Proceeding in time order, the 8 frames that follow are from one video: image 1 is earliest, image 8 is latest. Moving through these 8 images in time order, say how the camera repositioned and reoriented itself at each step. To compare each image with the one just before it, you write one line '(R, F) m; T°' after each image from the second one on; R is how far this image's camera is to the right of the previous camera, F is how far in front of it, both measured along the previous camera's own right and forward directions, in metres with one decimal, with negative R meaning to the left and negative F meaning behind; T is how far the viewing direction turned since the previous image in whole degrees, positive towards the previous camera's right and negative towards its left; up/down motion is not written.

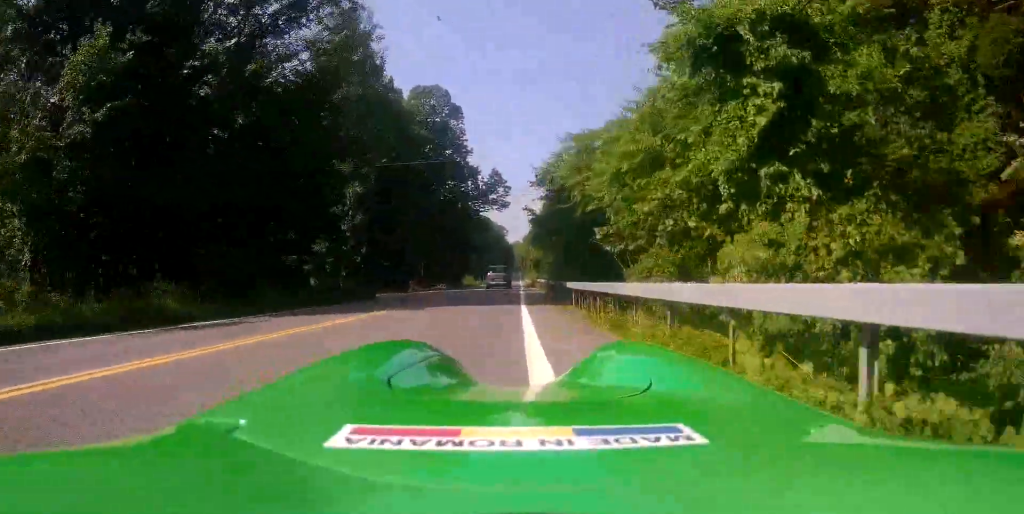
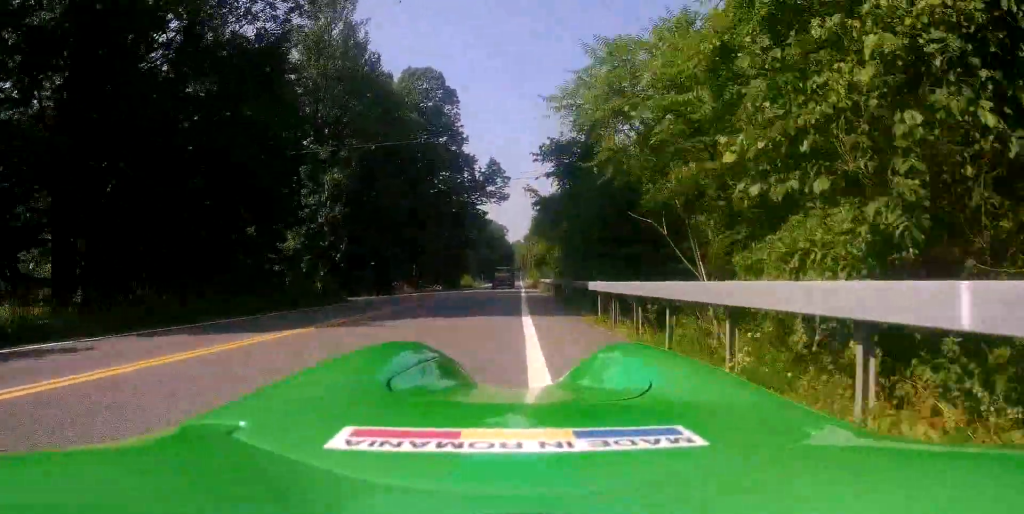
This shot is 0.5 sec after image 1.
(+0.2, +4.9) m; +2°
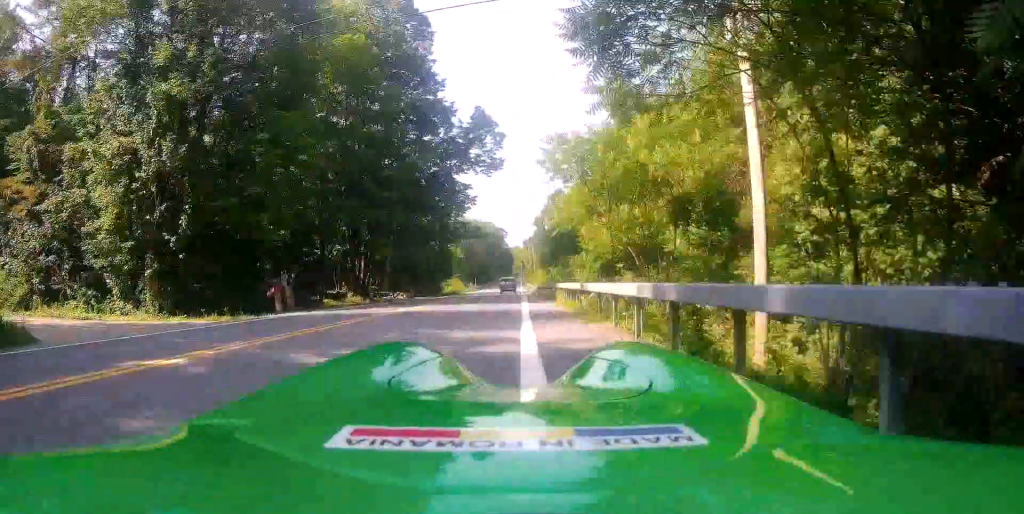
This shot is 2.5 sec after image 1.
(+0.1, +22.3) m; +1°
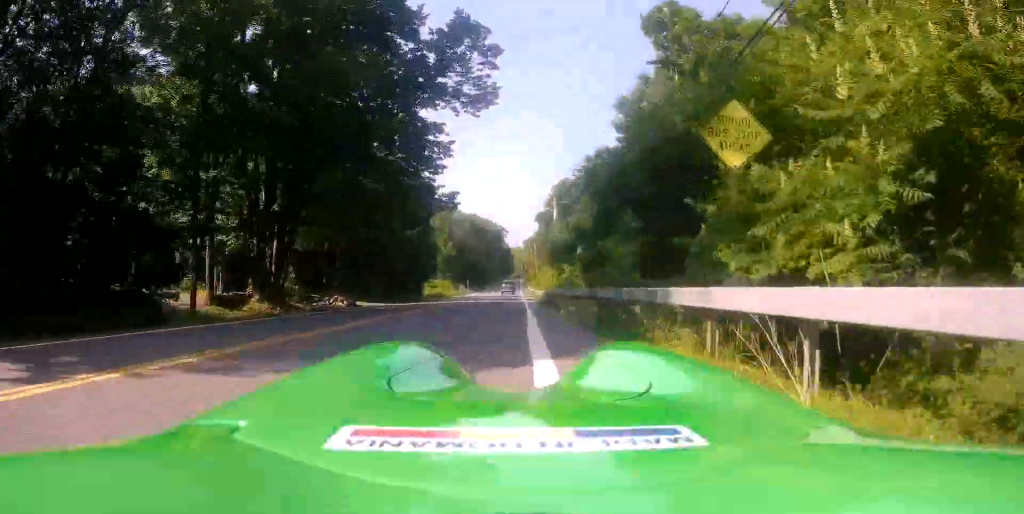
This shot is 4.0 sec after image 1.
(-0.1, +17.3) m; -2°
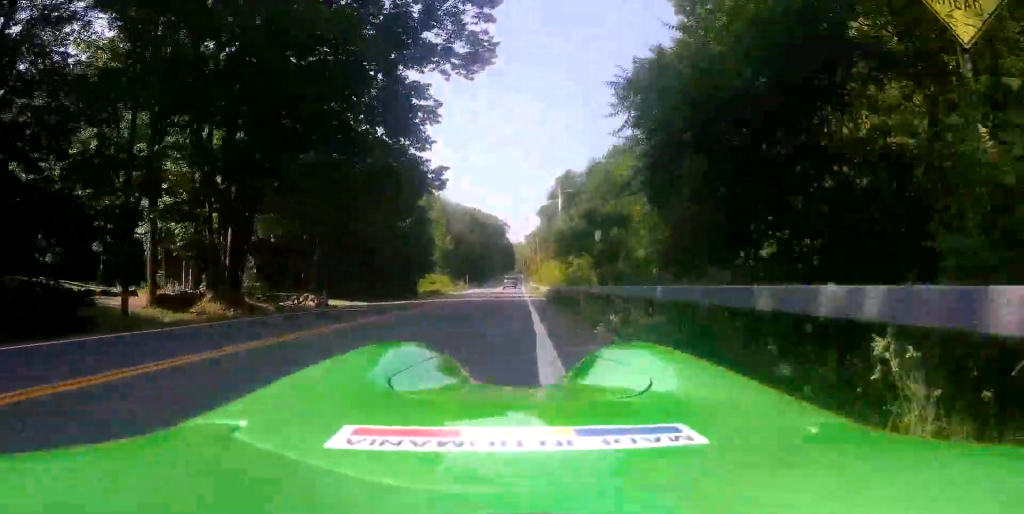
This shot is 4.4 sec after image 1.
(-0.1, +5.3) m; -1°
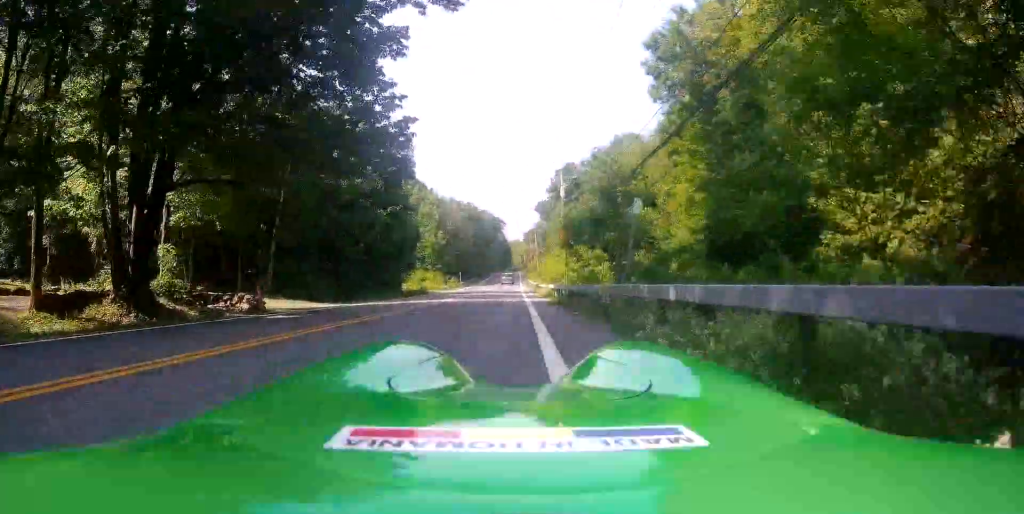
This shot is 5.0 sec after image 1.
(0.0, +6.2) m; 0°
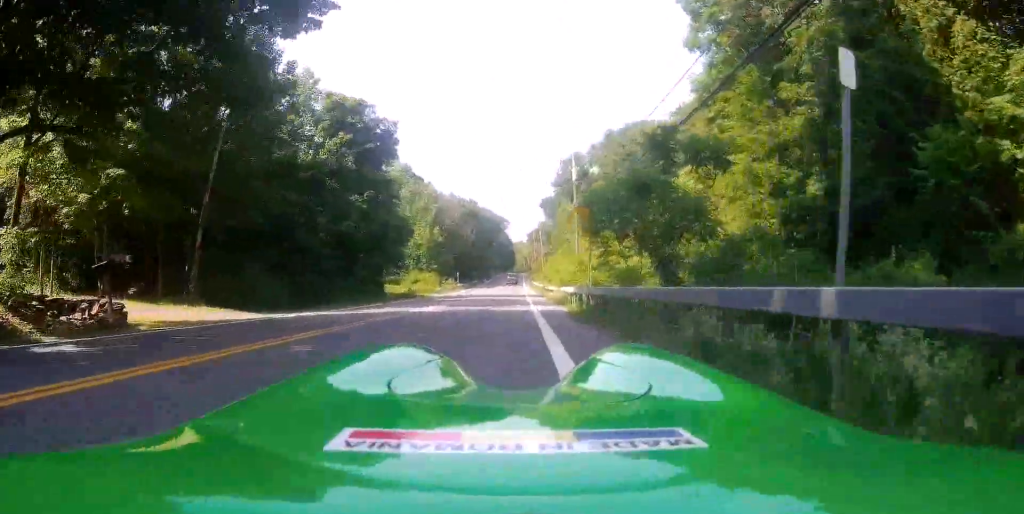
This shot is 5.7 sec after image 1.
(0.0, +8.0) m; 0°
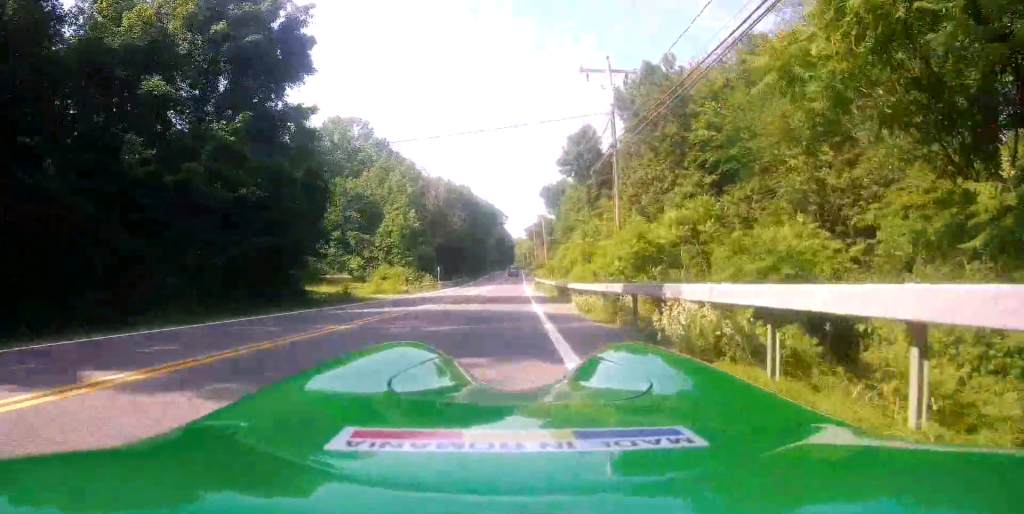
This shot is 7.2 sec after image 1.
(-0.1, +17.4) m; -1°
